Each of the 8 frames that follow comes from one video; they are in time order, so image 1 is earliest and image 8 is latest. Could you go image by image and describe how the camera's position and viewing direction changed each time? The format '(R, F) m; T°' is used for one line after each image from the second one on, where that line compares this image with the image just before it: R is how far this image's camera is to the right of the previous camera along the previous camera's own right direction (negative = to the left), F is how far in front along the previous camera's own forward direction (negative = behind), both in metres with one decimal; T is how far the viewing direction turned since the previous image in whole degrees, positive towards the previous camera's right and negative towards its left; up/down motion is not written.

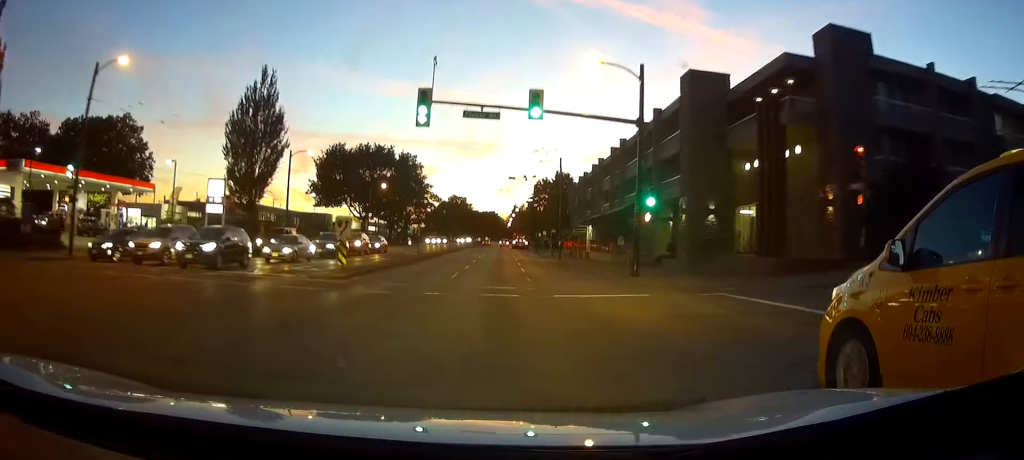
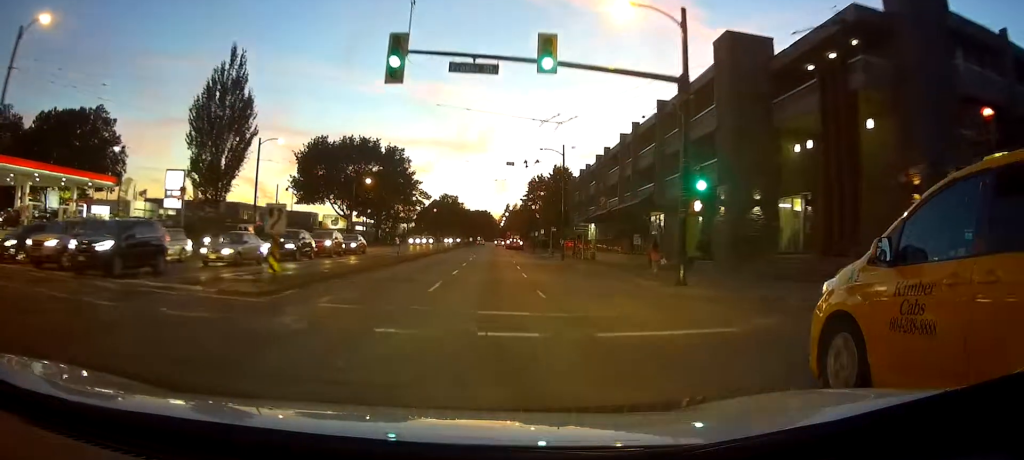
(+0.1, +7.2) m; +1°
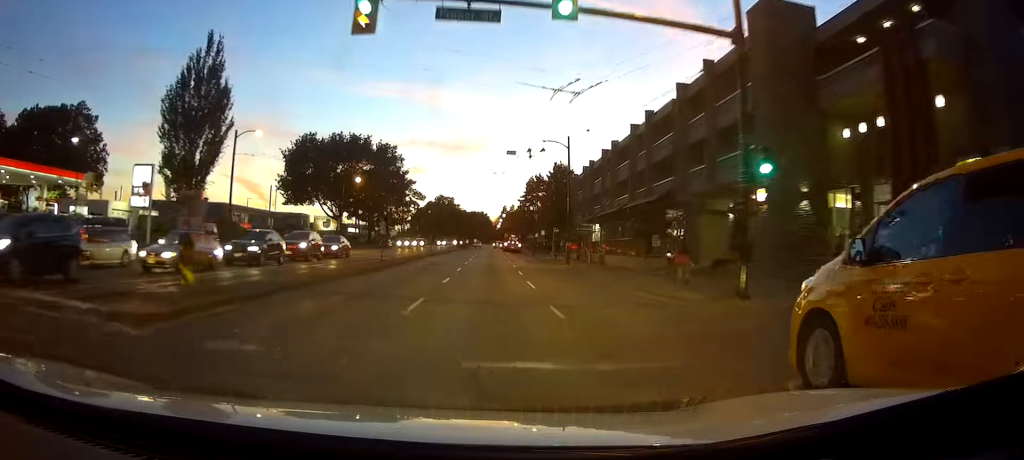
(0.0, +5.0) m; 0°
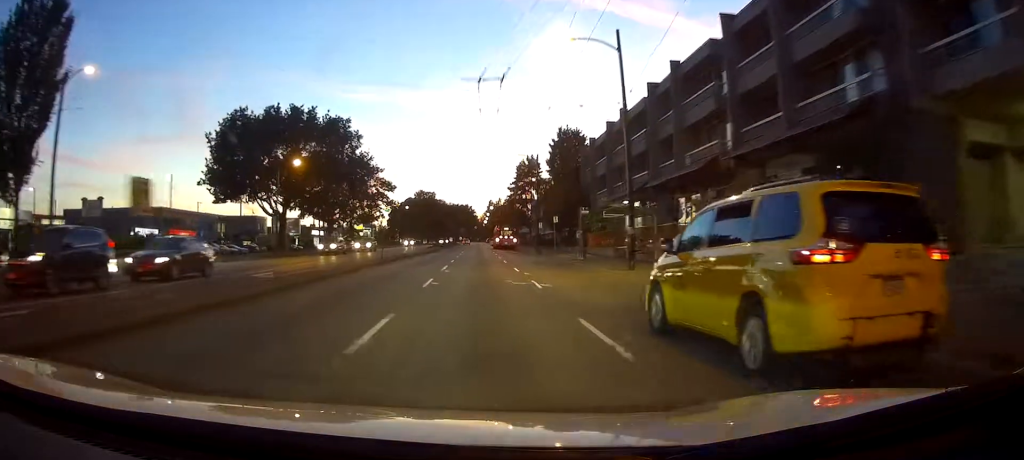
(0.0, +22.2) m; 0°
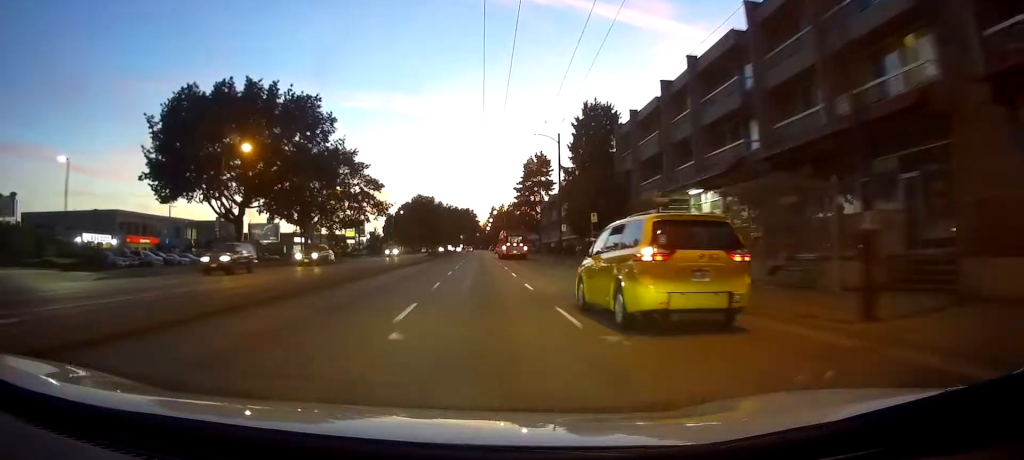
(0.0, +14.9) m; 0°
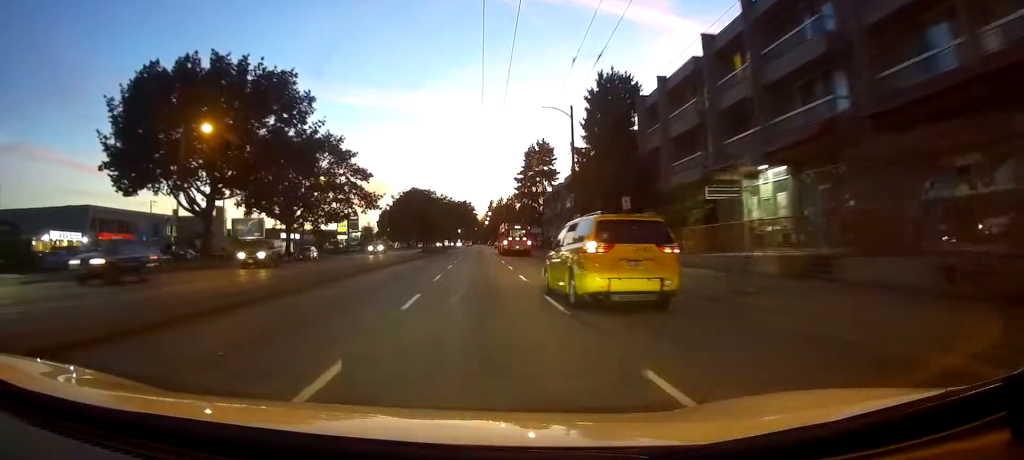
(0.0, +7.4) m; 0°
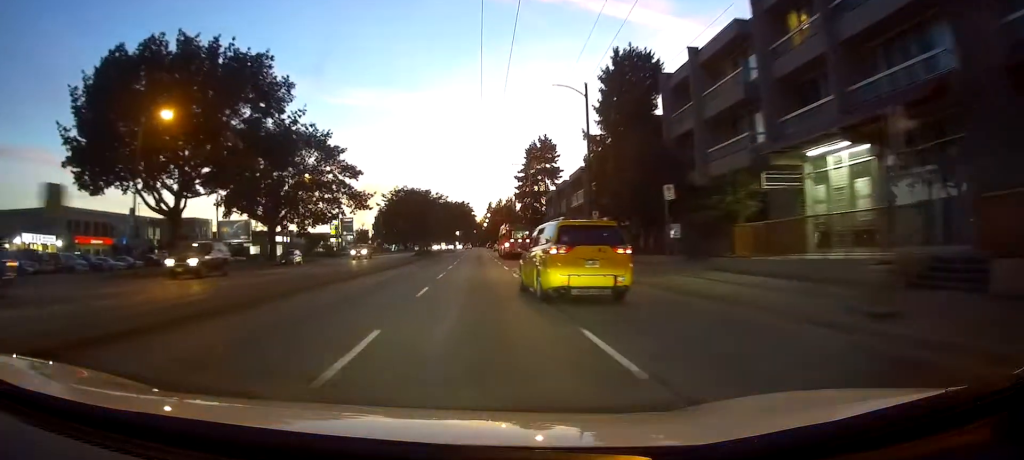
(0.0, +5.9) m; 0°
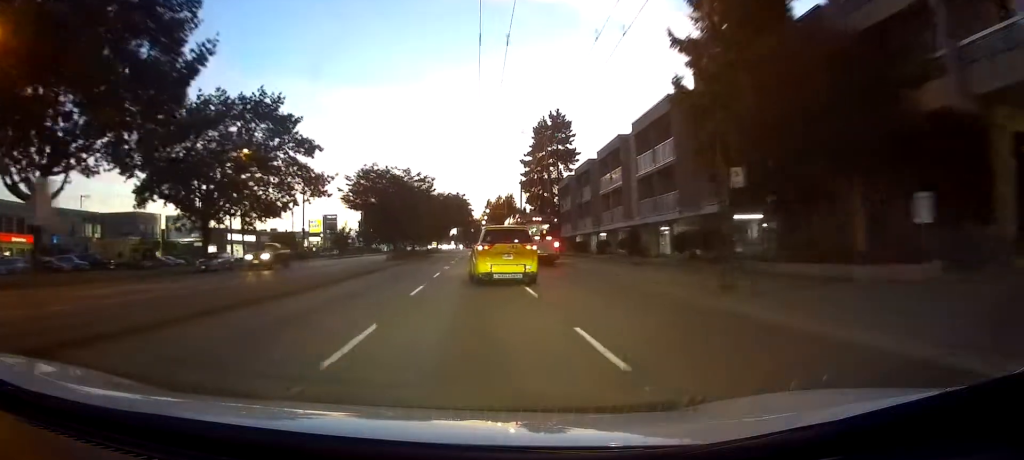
(0.0, +17.8) m; -1°
